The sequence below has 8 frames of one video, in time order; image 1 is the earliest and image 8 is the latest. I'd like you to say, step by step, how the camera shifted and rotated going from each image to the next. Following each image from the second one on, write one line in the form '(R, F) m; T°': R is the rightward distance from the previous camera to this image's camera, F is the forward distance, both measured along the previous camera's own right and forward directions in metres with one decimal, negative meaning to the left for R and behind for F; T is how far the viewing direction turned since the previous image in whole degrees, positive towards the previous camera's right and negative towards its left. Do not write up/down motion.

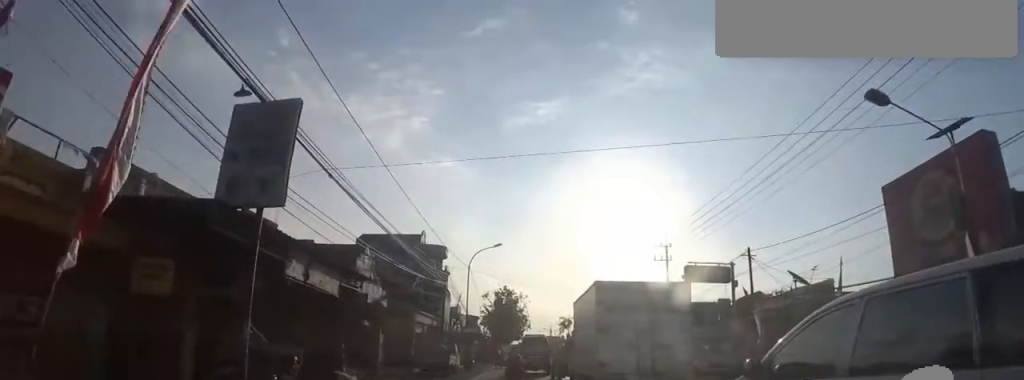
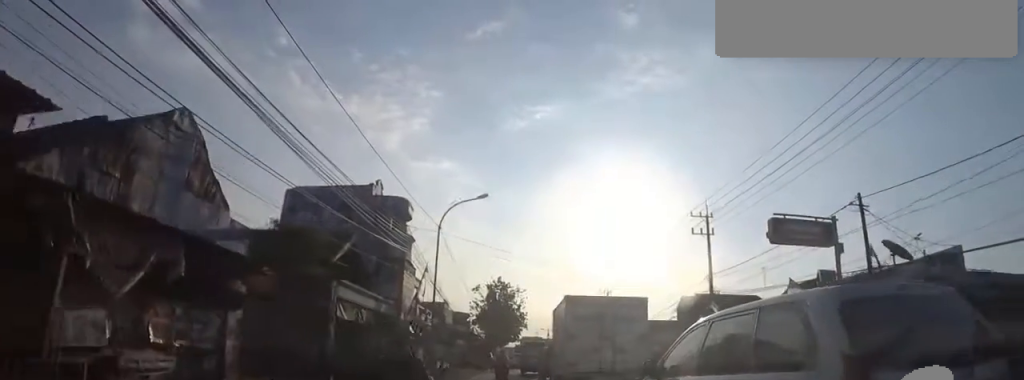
(0.0, +11.4) m; 0°
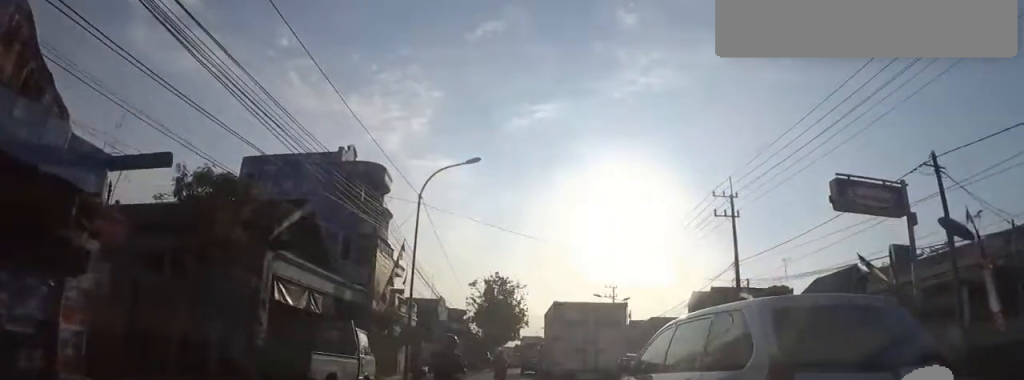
(0.0, +4.5) m; 0°
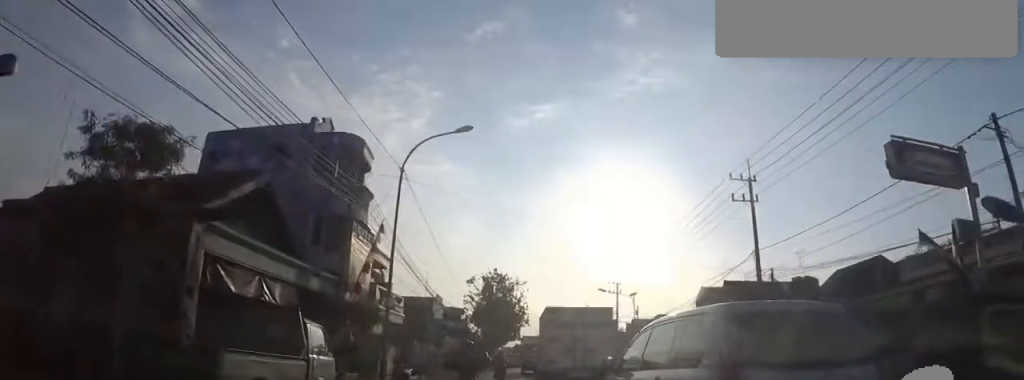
(0.0, +3.0) m; 0°
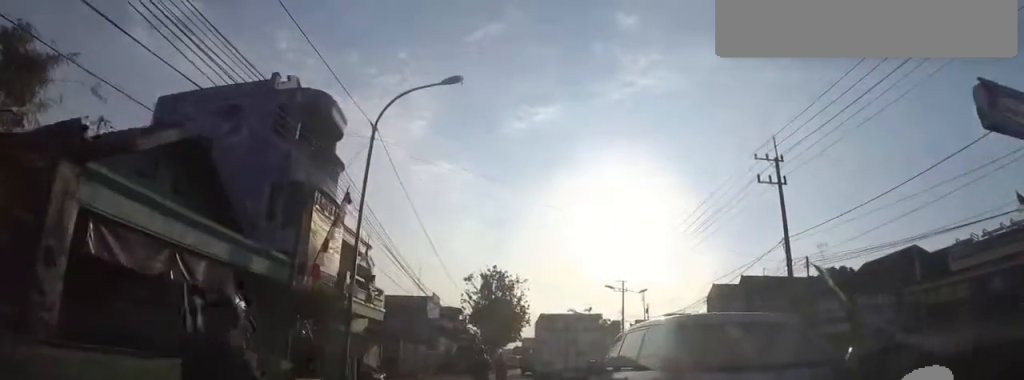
(0.0, +3.4) m; 0°
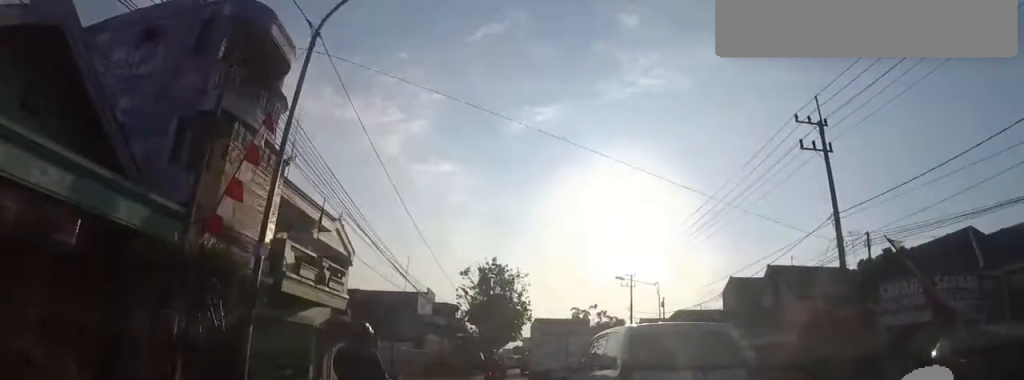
(0.0, +4.4) m; 0°
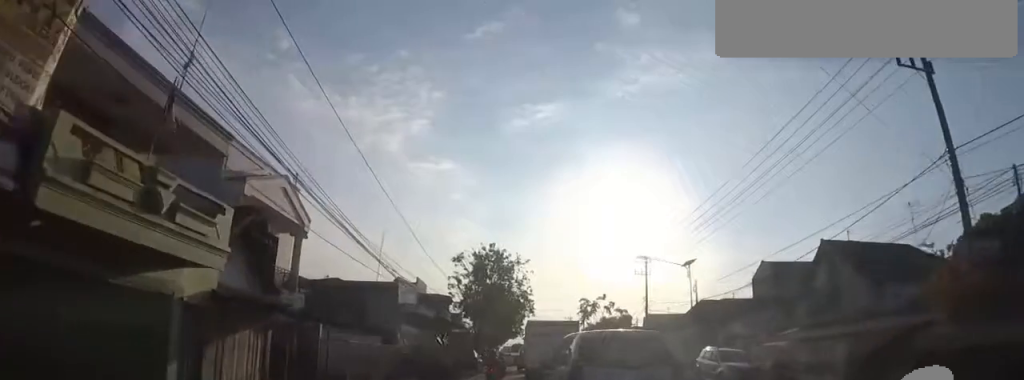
(0.0, +6.8) m; 0°
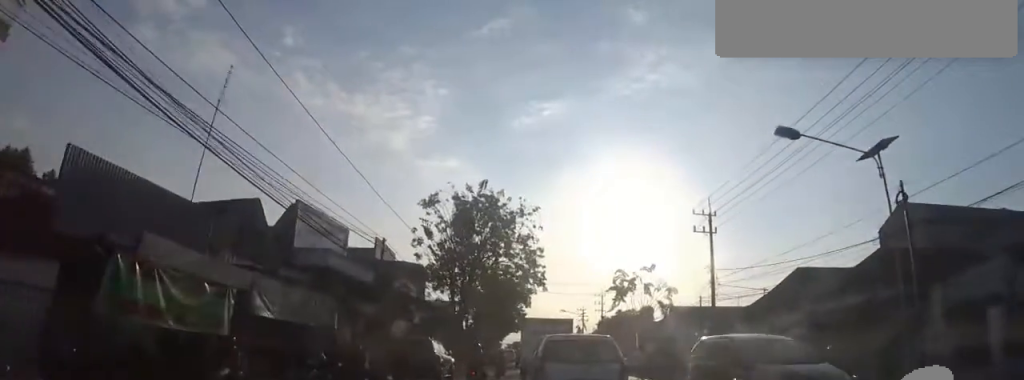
(0.0, +16.8) m; 0°
